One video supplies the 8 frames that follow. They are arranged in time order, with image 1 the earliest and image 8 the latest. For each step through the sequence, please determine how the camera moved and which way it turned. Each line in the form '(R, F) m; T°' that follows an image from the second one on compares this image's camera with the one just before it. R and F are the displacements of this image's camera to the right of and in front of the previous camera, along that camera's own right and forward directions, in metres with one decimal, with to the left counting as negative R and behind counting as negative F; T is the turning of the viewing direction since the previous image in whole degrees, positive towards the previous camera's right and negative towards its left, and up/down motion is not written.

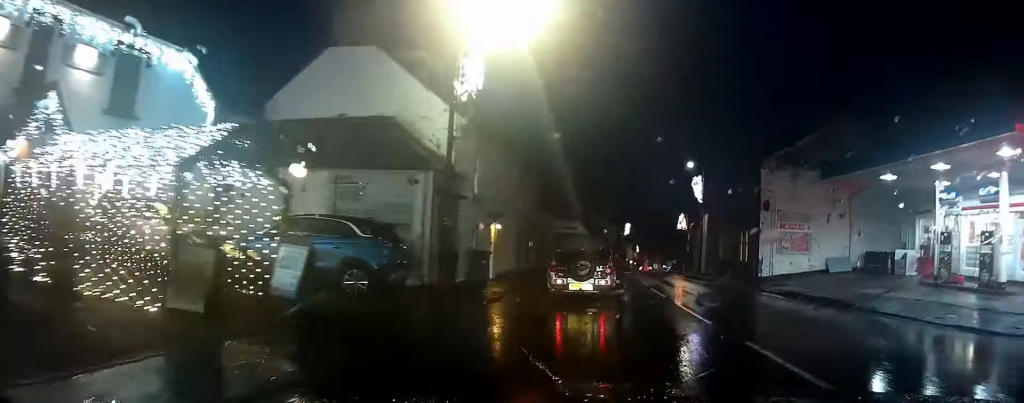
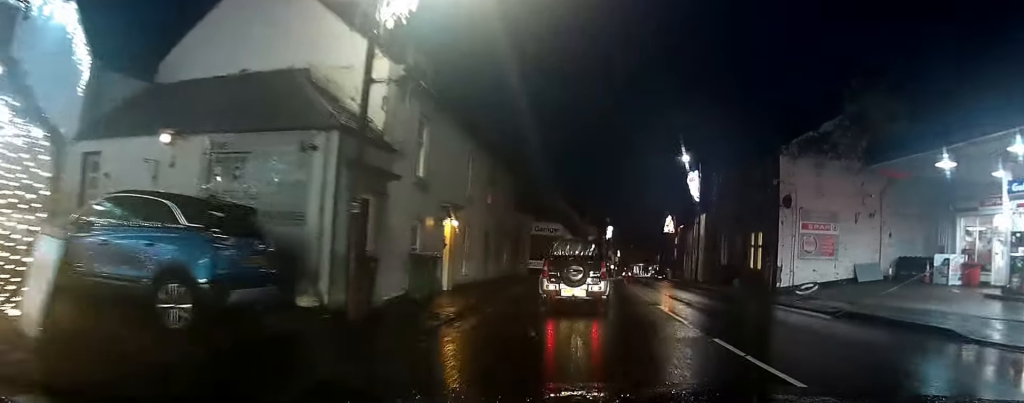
(0.0, +5.6) m; +2°
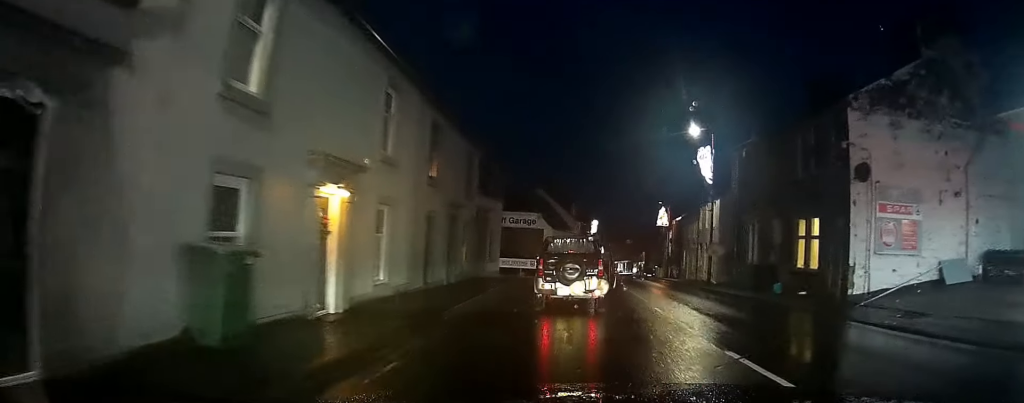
(+0.6, +7.9) m; +8°
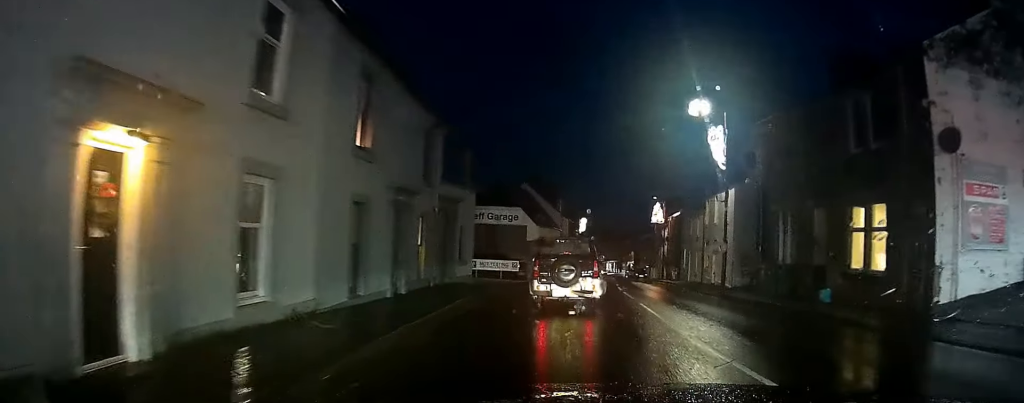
(+0.2, +5.2) m; 0°
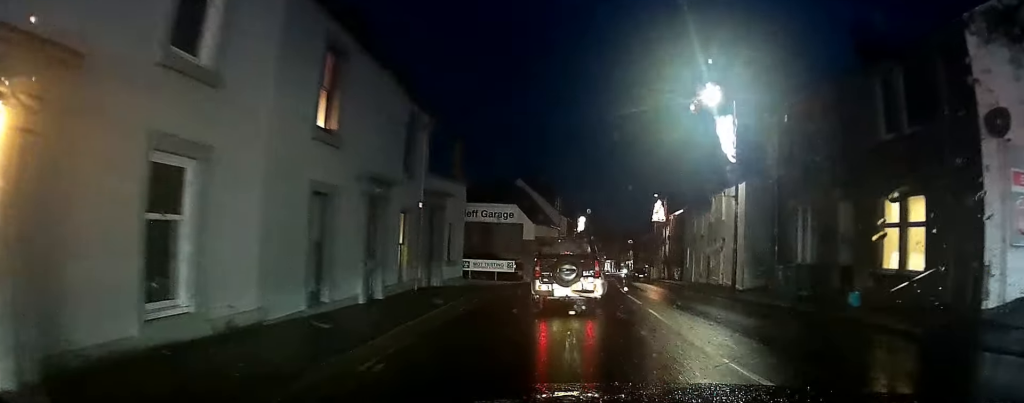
(-0.2, +2.0) m; -1°
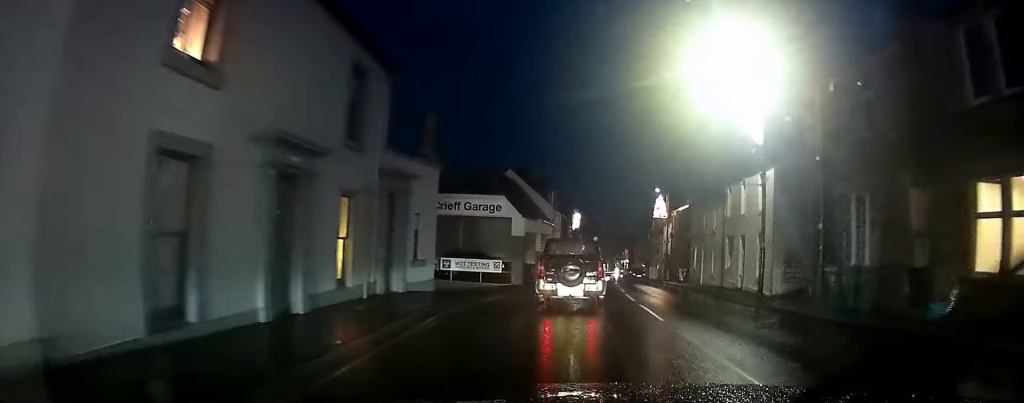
(0.0, +4.1) m; +4°
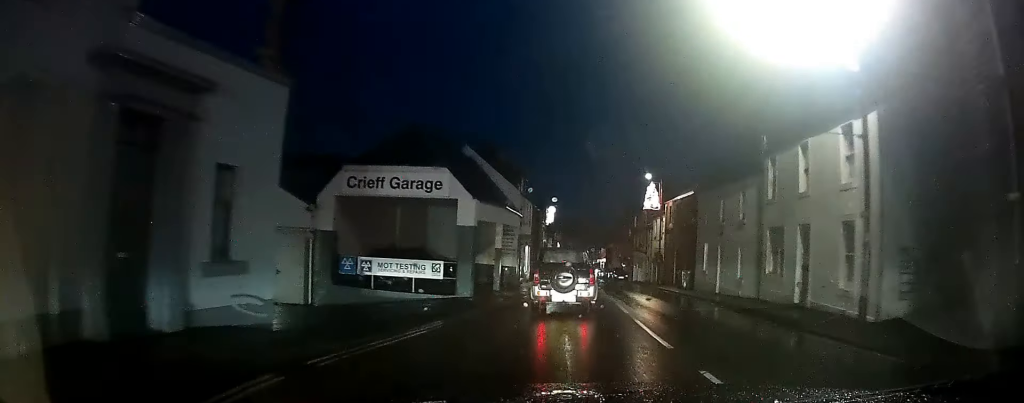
(+0.8, +8.6) m; +6°
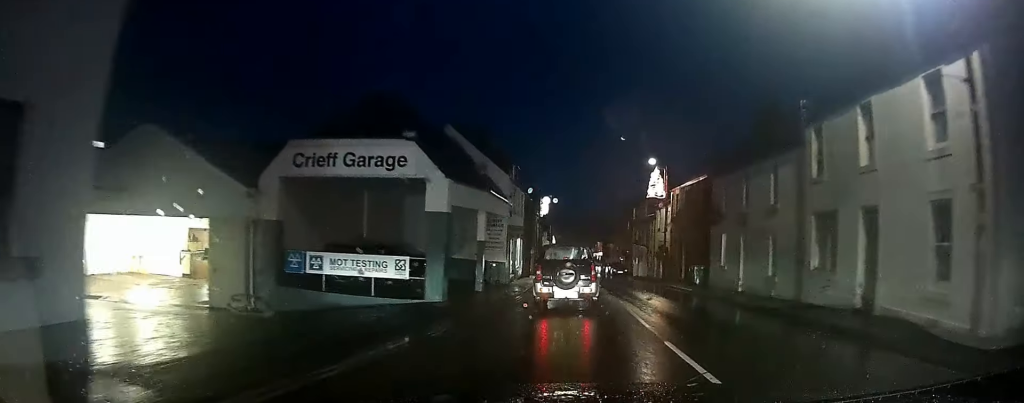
(-0.1, +3.7) m; +2°
